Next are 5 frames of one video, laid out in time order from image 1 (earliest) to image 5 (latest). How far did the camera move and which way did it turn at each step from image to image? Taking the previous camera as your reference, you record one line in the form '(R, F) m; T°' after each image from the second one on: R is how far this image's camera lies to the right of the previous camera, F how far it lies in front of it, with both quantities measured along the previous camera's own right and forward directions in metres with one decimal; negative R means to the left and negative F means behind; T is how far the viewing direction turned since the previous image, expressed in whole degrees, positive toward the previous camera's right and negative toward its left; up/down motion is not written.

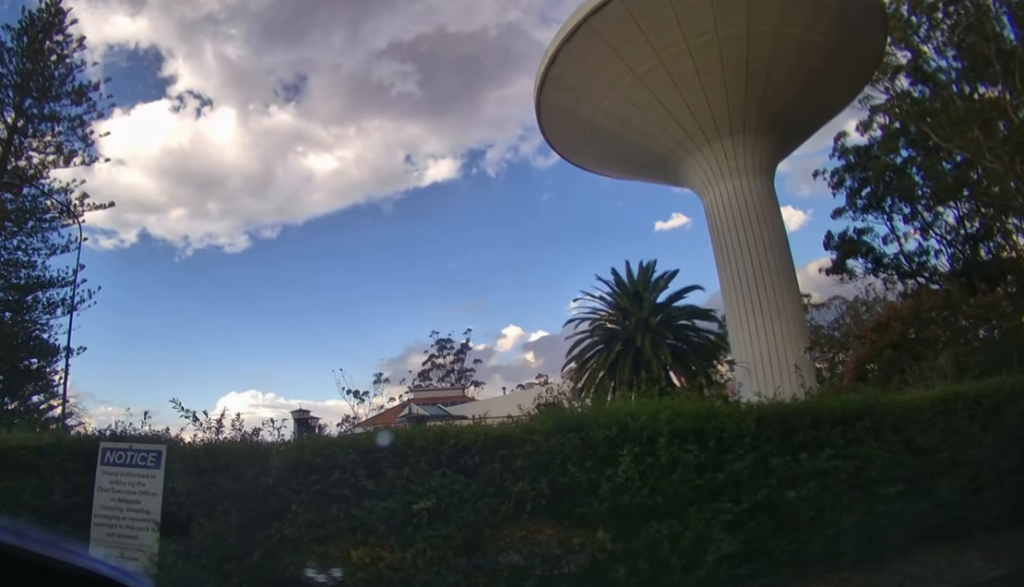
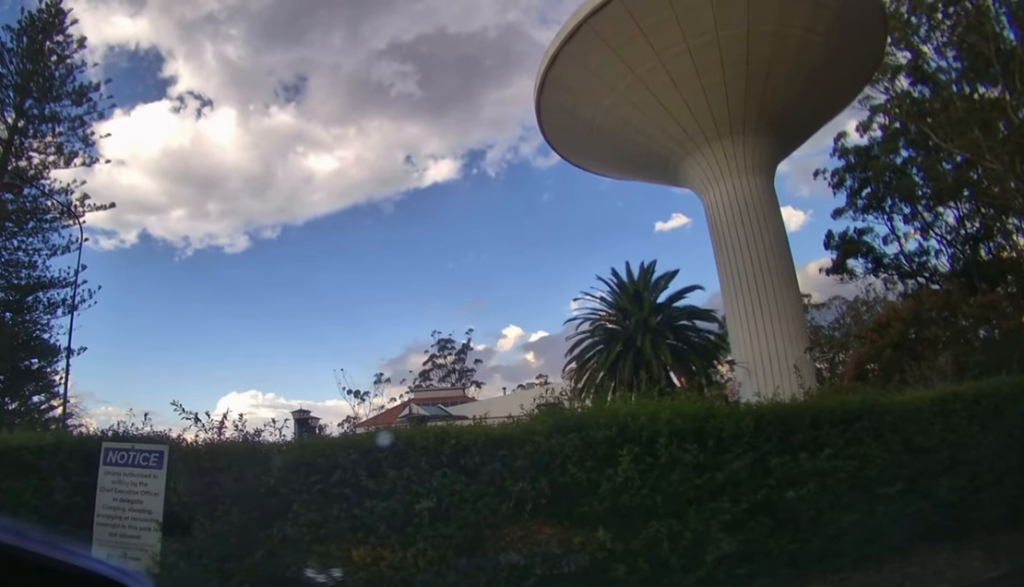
(0.0, 0.0) m; 0°
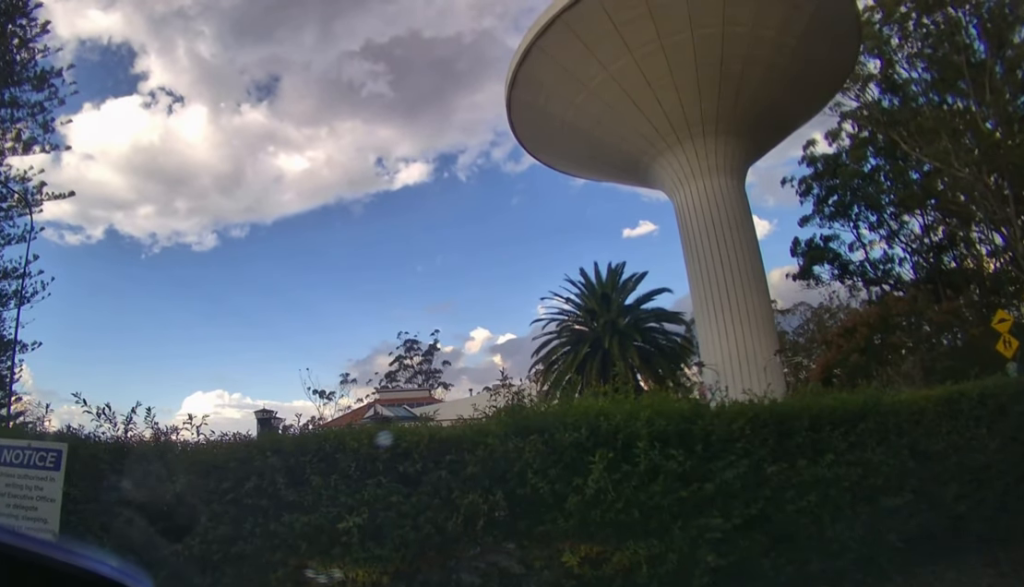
(-0.1, +0.3) m; 0°
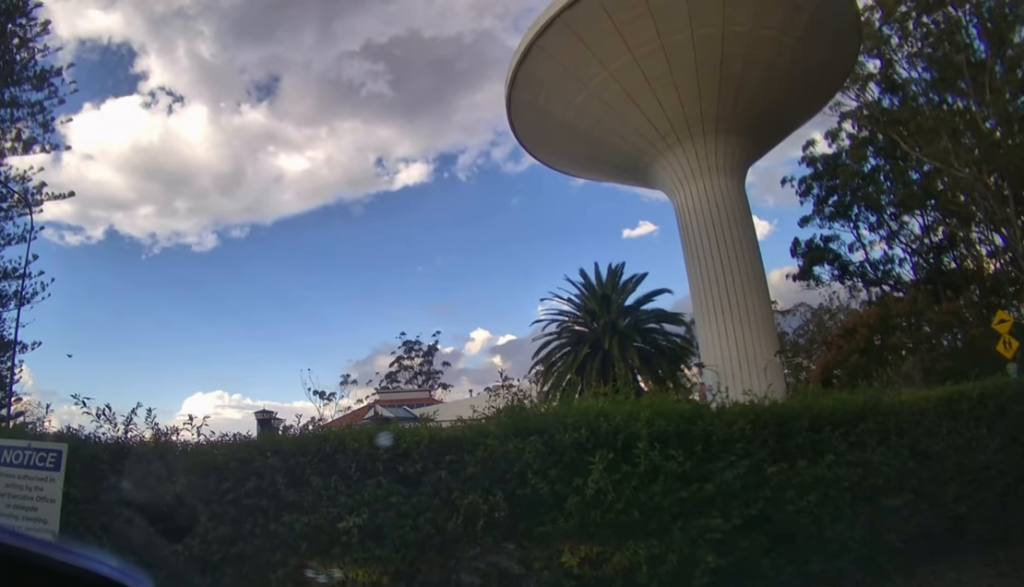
(0.0, 0.0) m; 0°
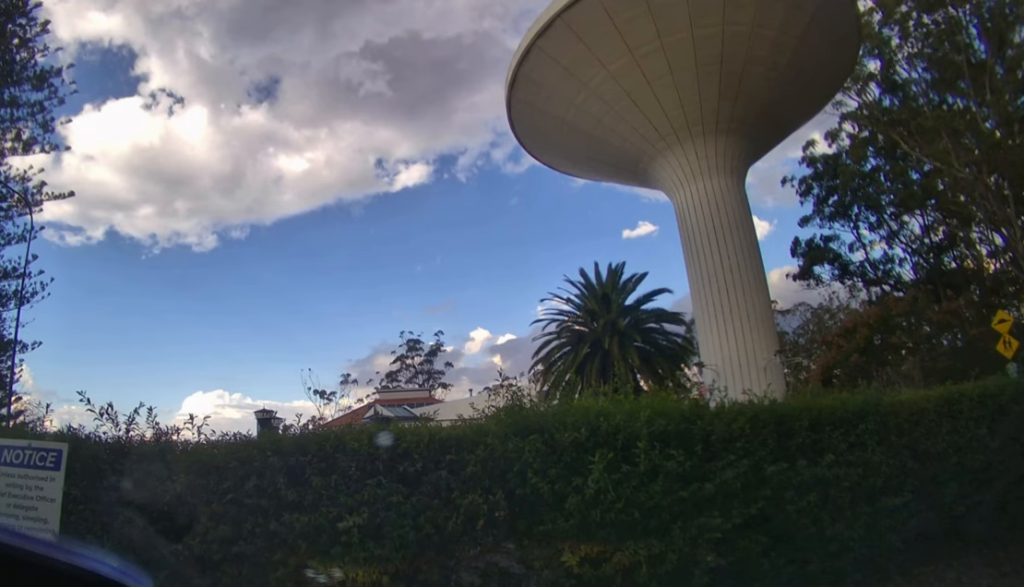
(0.0, 0.0) m; 0°
